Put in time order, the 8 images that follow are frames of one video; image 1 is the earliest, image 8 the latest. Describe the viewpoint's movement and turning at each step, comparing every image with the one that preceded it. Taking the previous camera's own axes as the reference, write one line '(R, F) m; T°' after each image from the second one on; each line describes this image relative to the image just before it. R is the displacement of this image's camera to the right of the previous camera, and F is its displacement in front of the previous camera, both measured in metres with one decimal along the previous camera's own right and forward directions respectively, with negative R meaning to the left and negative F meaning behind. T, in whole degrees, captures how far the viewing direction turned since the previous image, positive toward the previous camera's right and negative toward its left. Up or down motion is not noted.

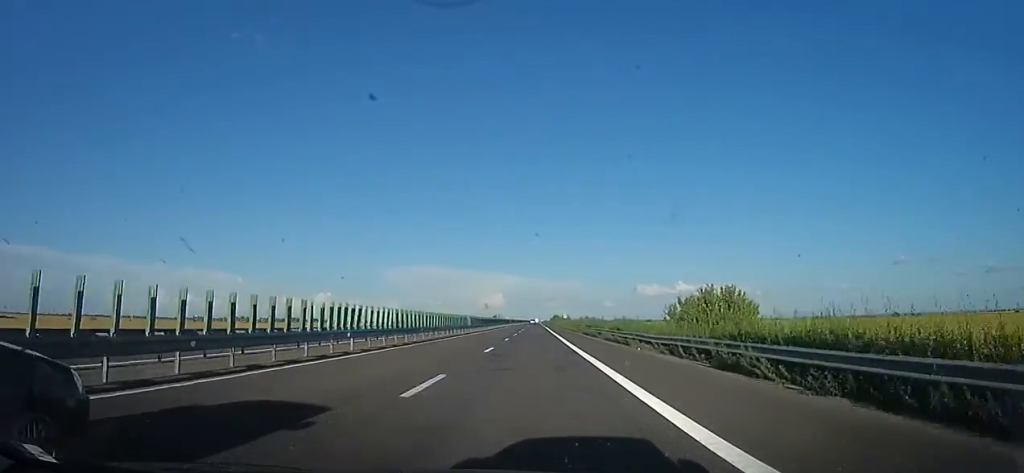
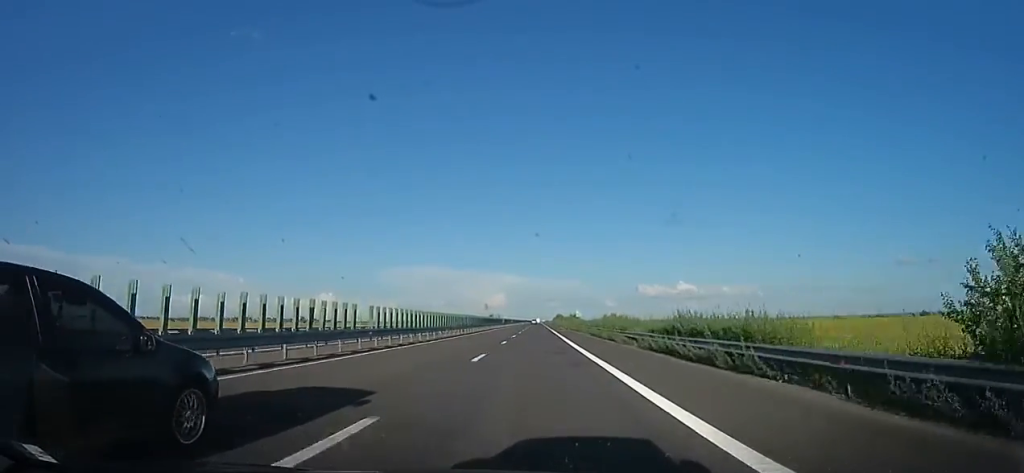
(+0.4, +29.5) m; +1°
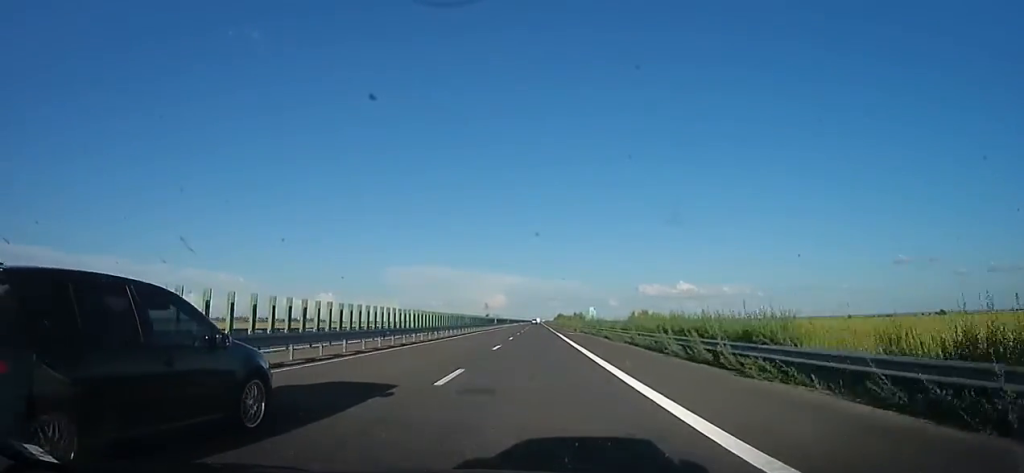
(0.0, +17.7) m; 0°
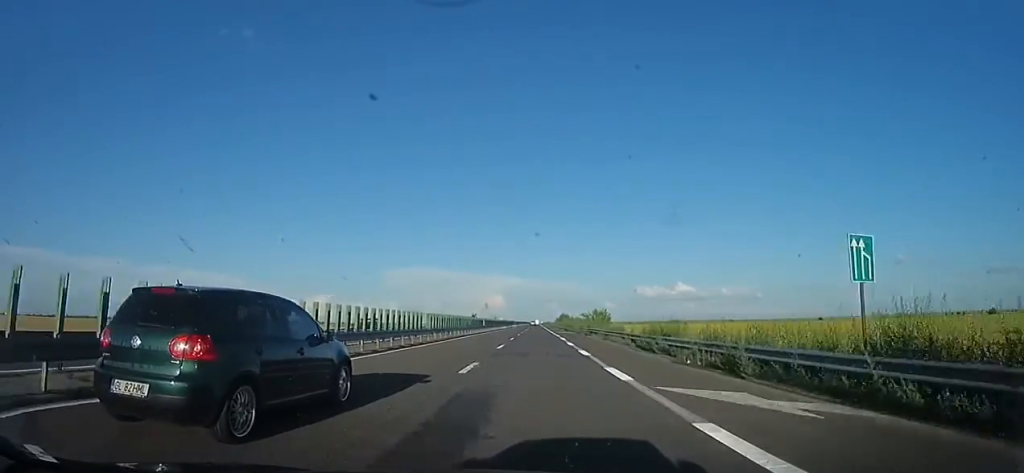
(0.0, +46.0) m; 0°
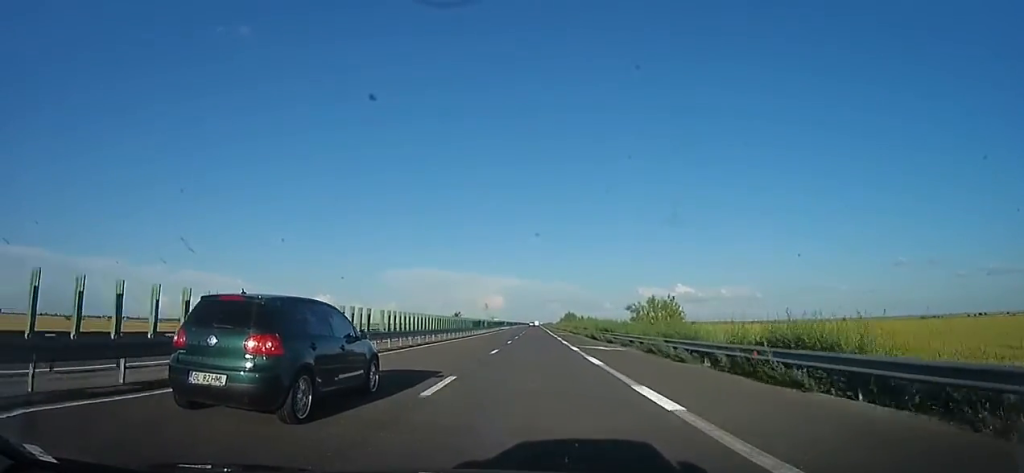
(0.0, +40.1) m; 0°
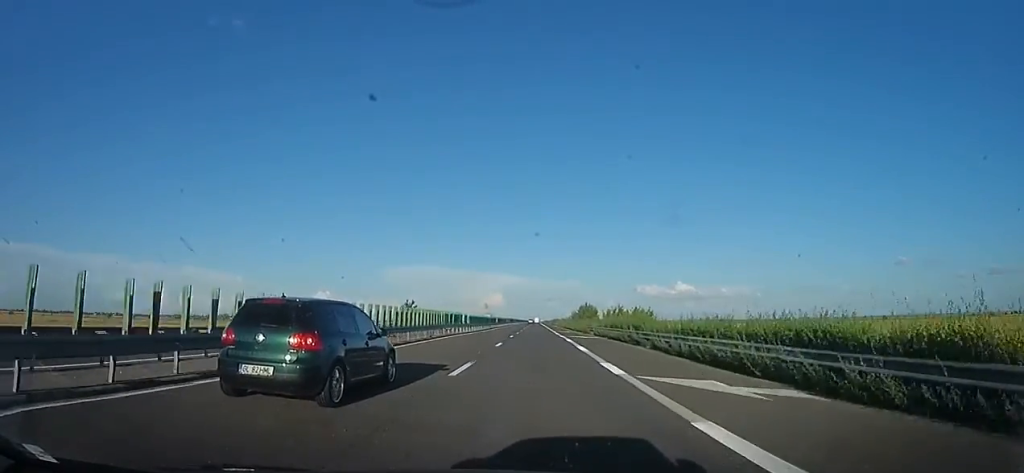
(0.0, +58.4) m; 0°
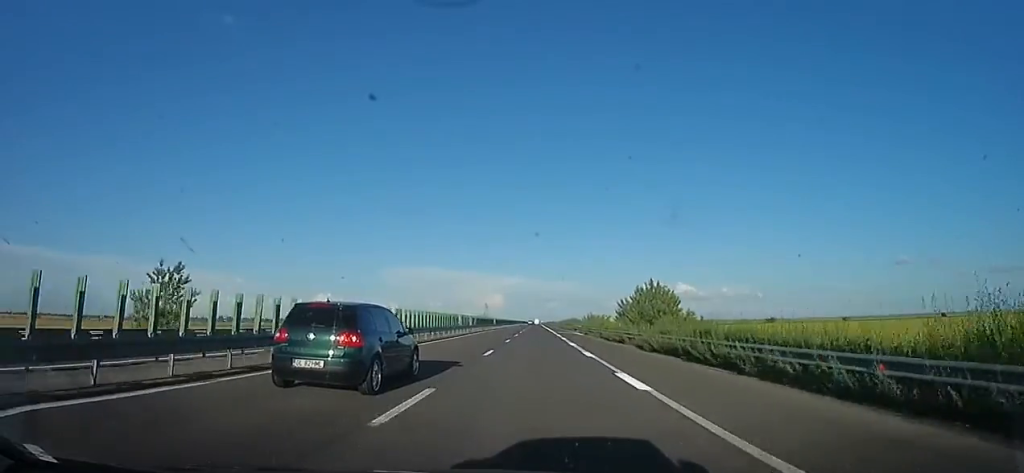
(0.0, +66.1) m; +1°
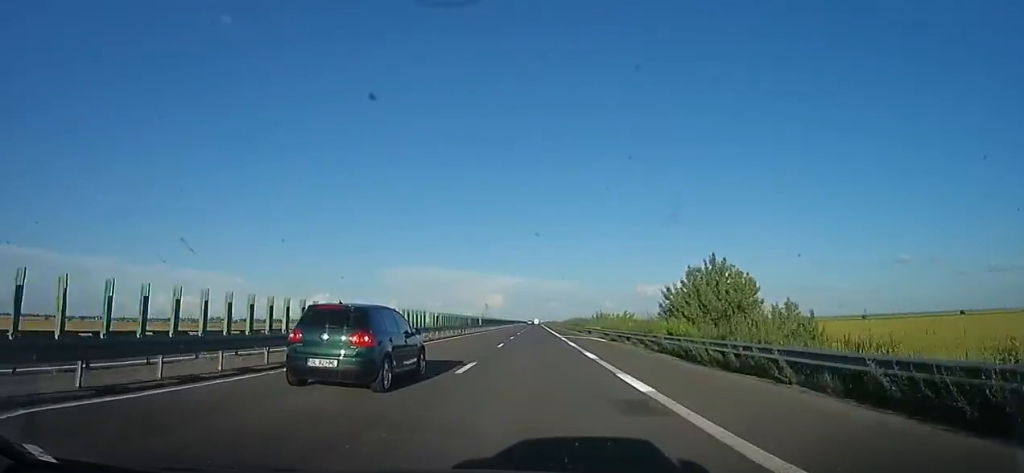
(+0.1, +18.3) m; 0°
